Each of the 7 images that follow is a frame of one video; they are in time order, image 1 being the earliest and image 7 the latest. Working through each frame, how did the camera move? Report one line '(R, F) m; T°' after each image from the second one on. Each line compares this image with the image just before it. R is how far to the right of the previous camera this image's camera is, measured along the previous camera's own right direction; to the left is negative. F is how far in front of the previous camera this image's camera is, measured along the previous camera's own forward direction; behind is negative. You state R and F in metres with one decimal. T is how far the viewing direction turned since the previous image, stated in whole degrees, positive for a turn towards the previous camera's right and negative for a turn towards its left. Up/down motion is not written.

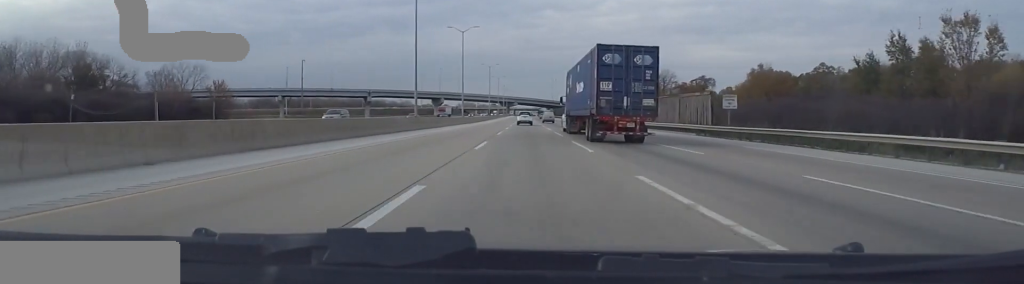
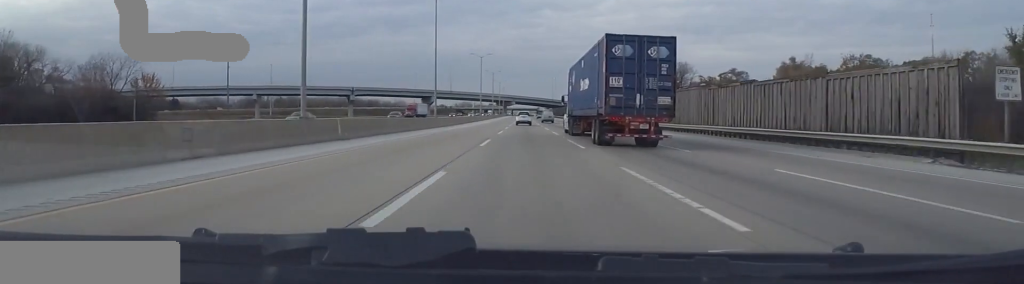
(-0.4, +28.8) m; 0°
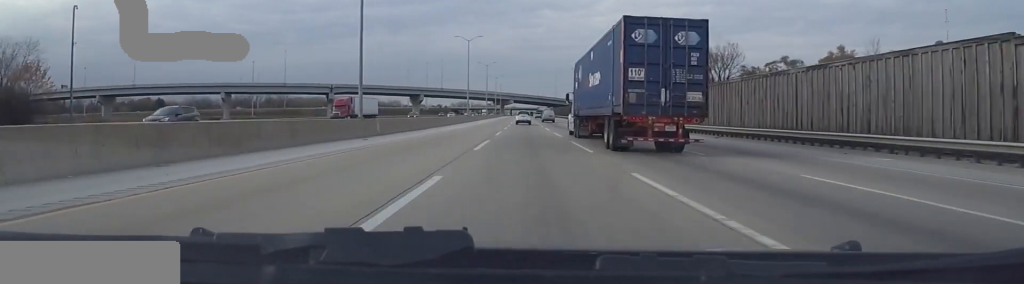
(+0.6, +31.5) m; 0°
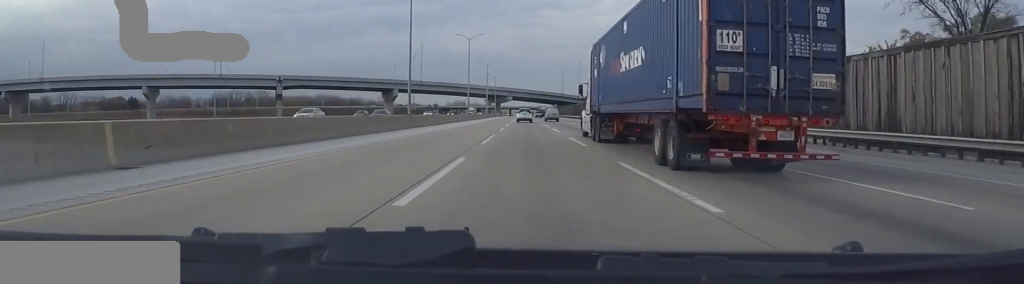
(-1.0, +58.9) m; -1°
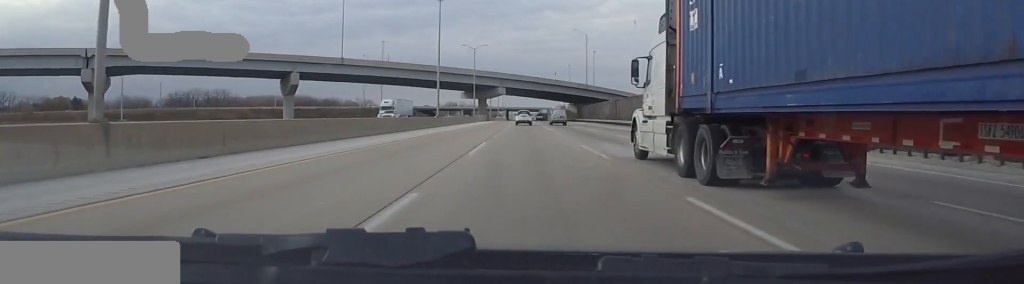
(+2.8, +99.5) m; +1°
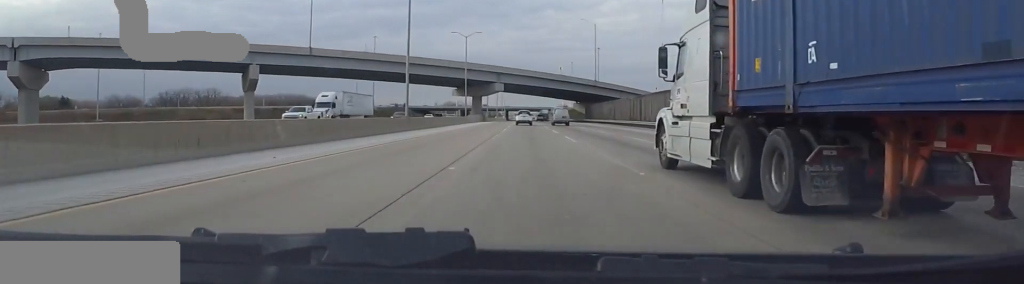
(-0.2, +19.0) m; 0°
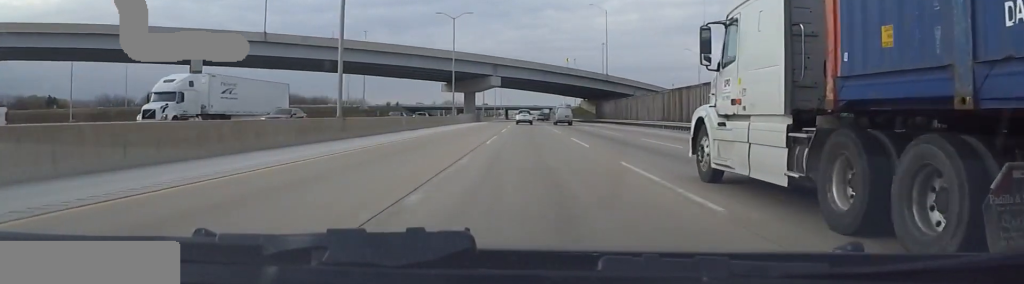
(-0.3, +19.0) m; 0°
